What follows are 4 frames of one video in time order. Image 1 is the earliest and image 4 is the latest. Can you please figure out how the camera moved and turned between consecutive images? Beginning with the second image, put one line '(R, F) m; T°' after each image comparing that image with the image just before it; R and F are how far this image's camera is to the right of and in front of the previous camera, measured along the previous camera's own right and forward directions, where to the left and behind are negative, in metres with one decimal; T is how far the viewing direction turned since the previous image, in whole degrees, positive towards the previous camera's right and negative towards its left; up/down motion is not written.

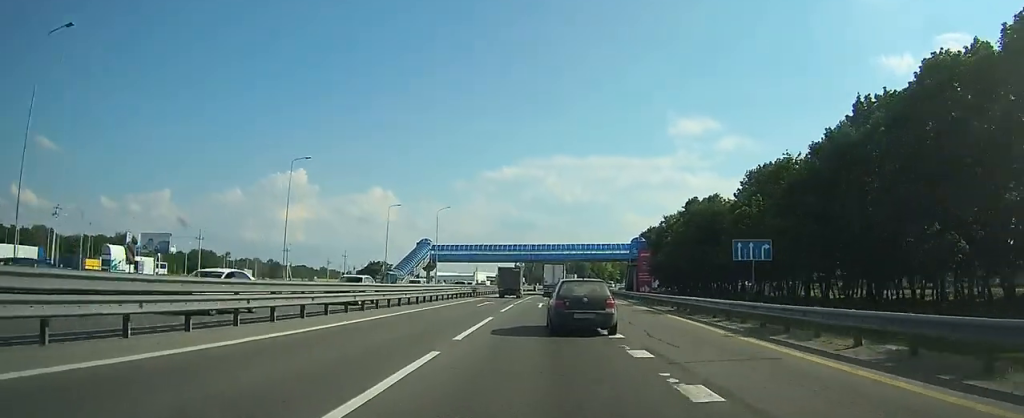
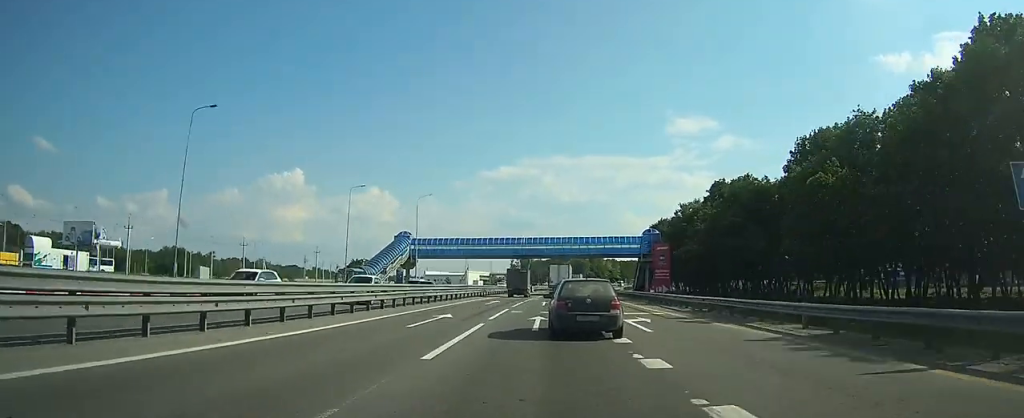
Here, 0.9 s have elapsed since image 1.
(0.0, +17.5) m; 0°
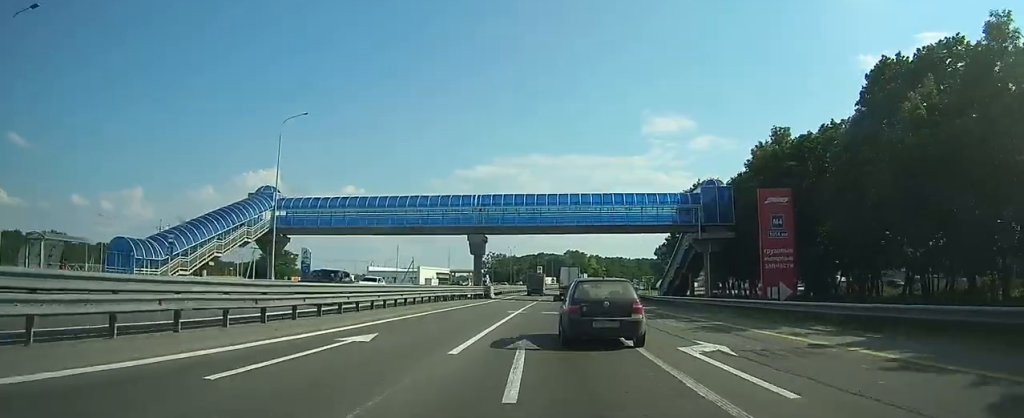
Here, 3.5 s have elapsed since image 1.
(+0.4, +51.0) m; +2°
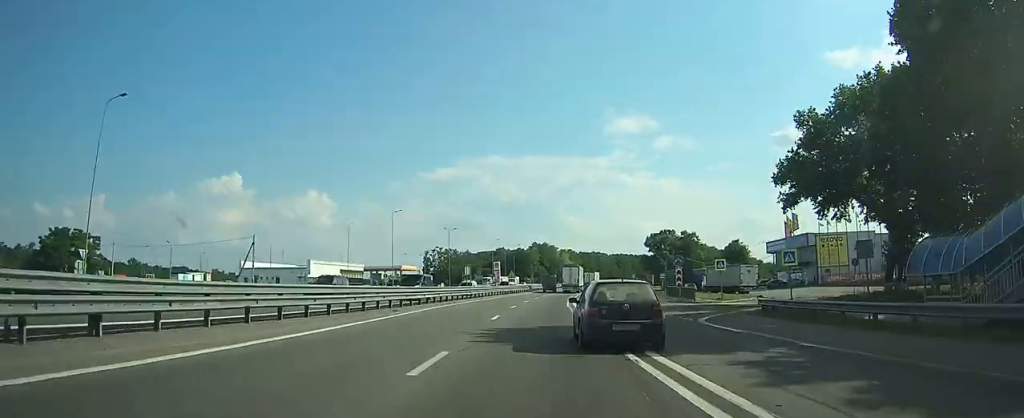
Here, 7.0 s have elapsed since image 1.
(+2.2, +65.4) m; +3°
